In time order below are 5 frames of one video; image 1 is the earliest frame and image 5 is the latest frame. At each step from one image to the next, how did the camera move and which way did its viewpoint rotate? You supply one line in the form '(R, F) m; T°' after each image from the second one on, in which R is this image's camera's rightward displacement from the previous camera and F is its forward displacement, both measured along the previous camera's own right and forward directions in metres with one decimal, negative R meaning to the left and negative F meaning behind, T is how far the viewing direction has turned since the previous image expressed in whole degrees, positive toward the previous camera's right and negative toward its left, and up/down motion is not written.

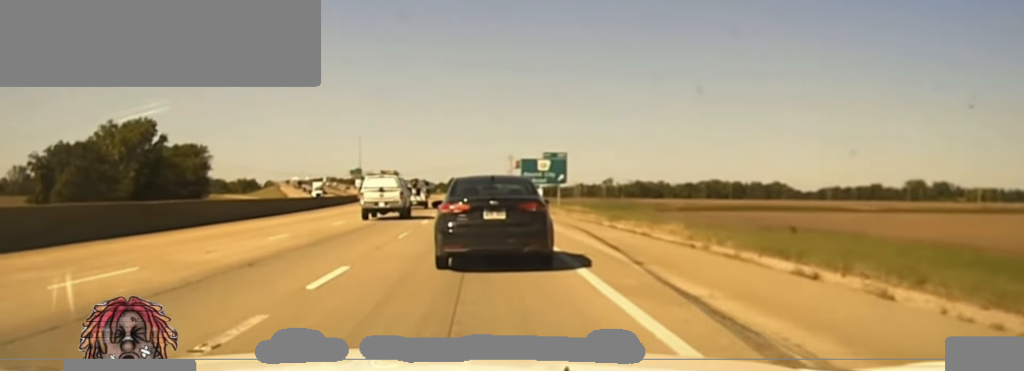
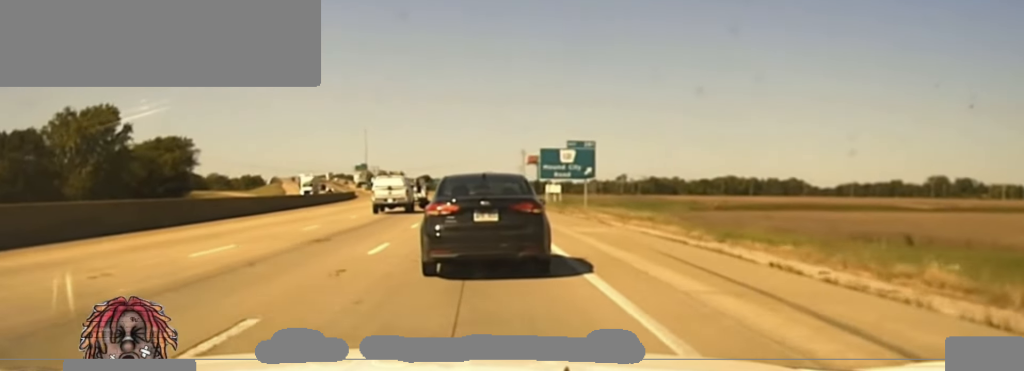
(0.0, +19.9) m; 0°
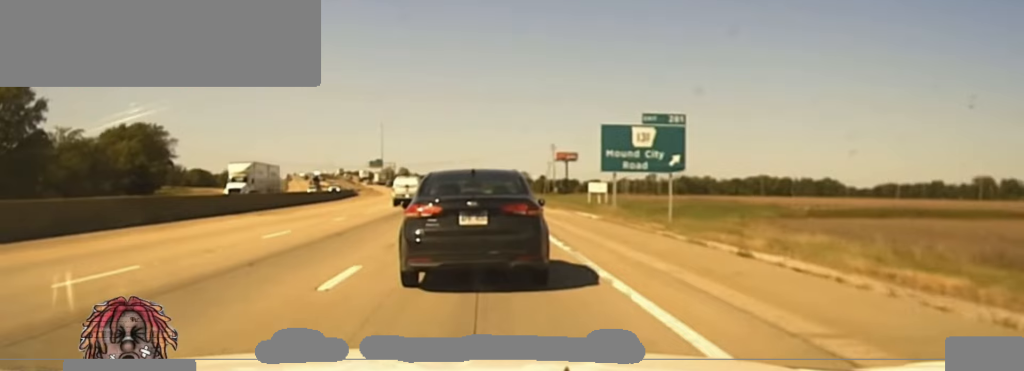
(0.0, +33.1) m; -1°
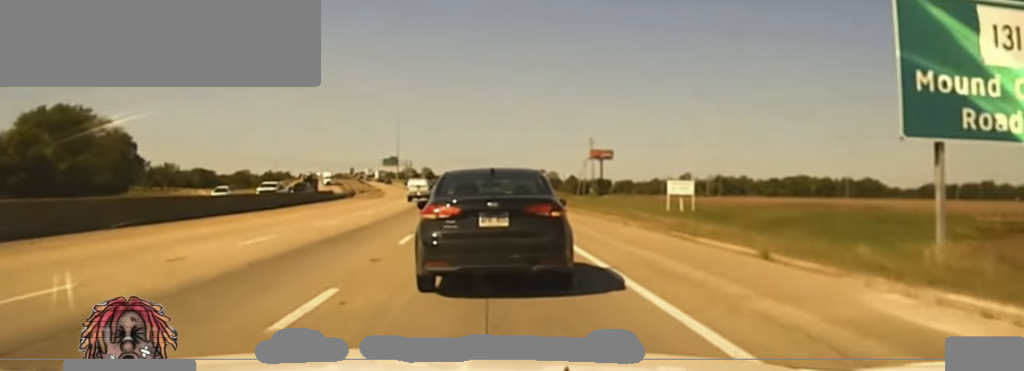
(-0.7, +35.1) m; -3°
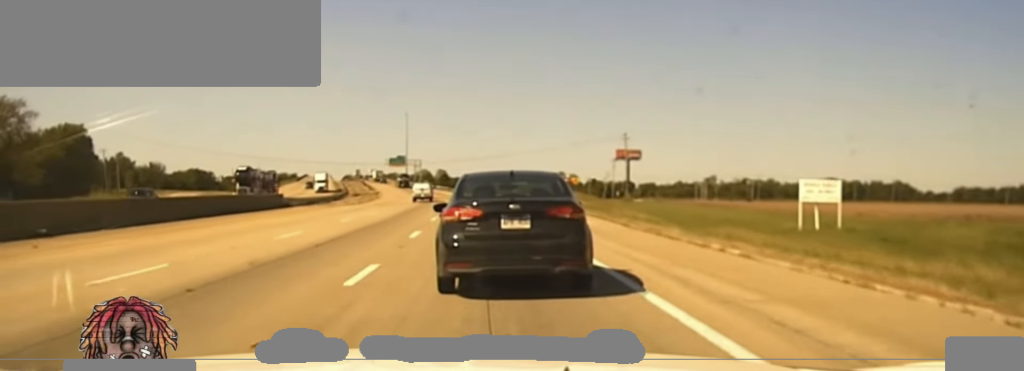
(-0.4, +28.5) m; -1°
